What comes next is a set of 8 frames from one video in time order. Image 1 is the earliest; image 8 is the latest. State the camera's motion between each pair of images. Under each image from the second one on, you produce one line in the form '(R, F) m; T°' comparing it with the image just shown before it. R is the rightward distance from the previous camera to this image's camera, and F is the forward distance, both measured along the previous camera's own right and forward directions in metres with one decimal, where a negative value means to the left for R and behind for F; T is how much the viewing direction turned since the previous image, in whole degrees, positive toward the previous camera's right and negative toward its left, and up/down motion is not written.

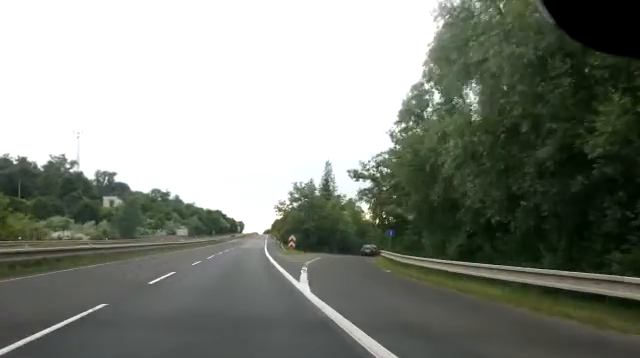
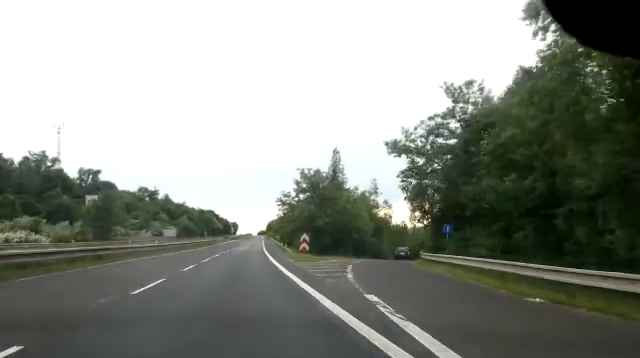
(+0.1, +12.3) m; +1°
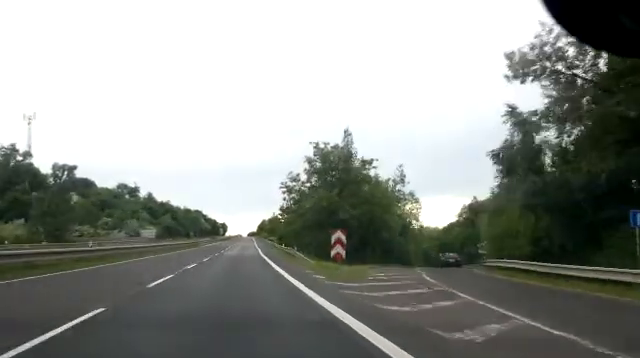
(0.0, +14.8) m; +1°
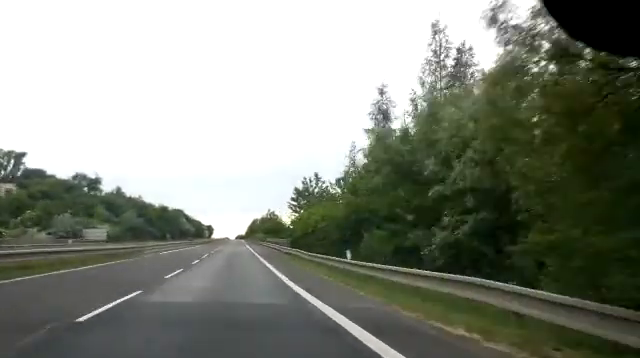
(+0.3, +32.0) m; 0°
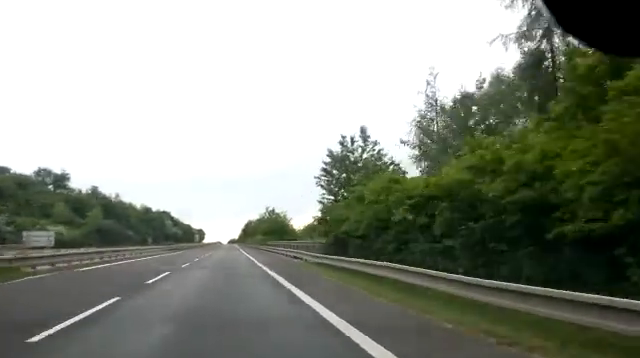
(-0.2, +19.6) m; +1°
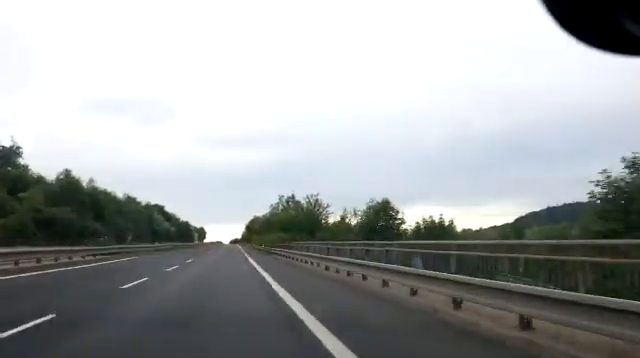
(+0.6, +28.4) m; +1°
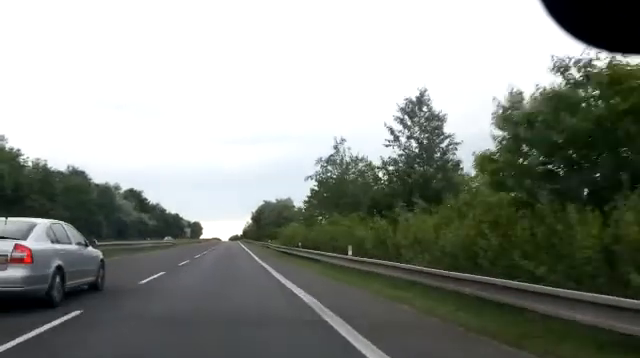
(-0.7, +43.8) m; -1°
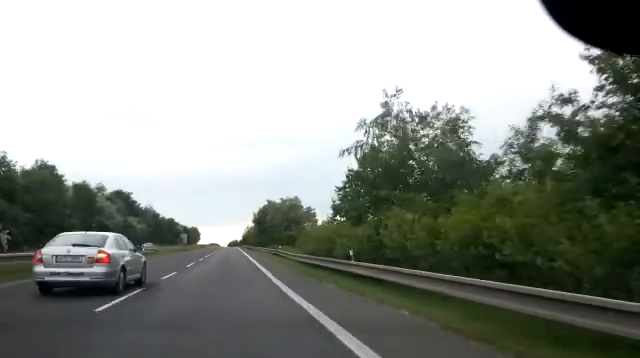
(+0.2, +13.0) m; 0°
